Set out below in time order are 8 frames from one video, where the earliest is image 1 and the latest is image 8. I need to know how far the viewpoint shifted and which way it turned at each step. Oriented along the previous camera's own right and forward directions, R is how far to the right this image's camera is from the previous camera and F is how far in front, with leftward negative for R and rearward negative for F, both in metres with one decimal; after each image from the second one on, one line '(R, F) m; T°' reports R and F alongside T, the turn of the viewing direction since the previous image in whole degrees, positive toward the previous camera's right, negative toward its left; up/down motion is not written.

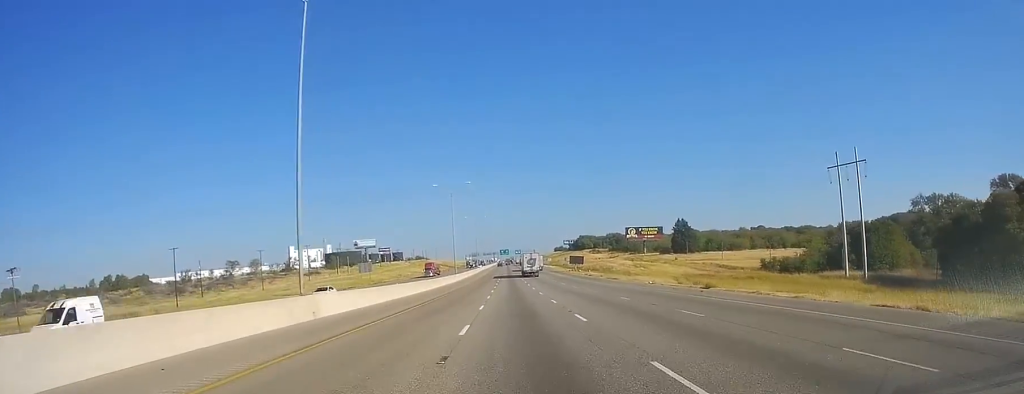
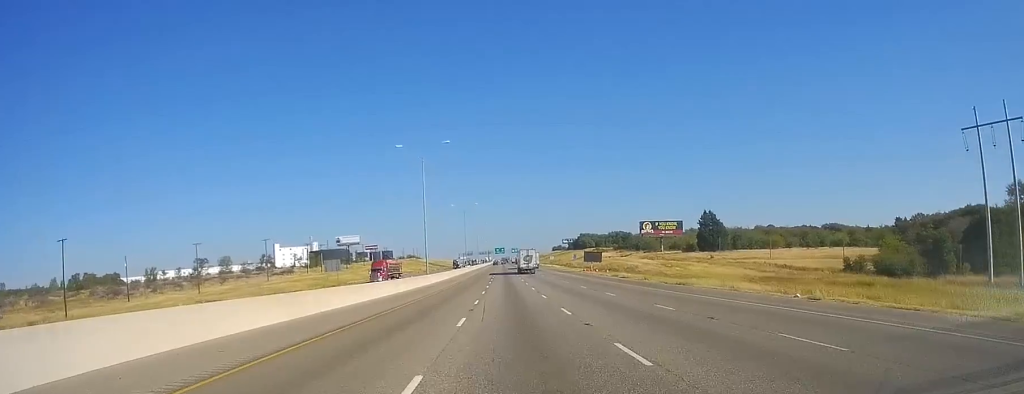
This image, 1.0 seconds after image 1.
(+0.5, +34.2) m; 0°
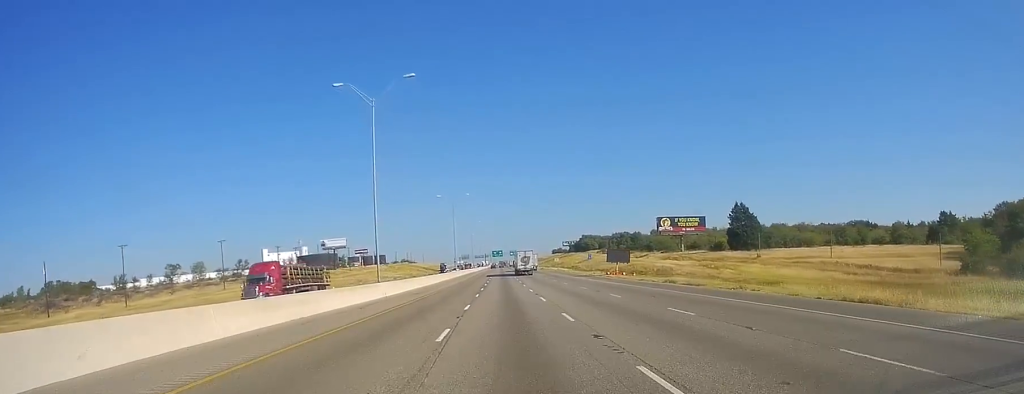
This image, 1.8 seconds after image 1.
(-0.2, +27.9) m; 0°
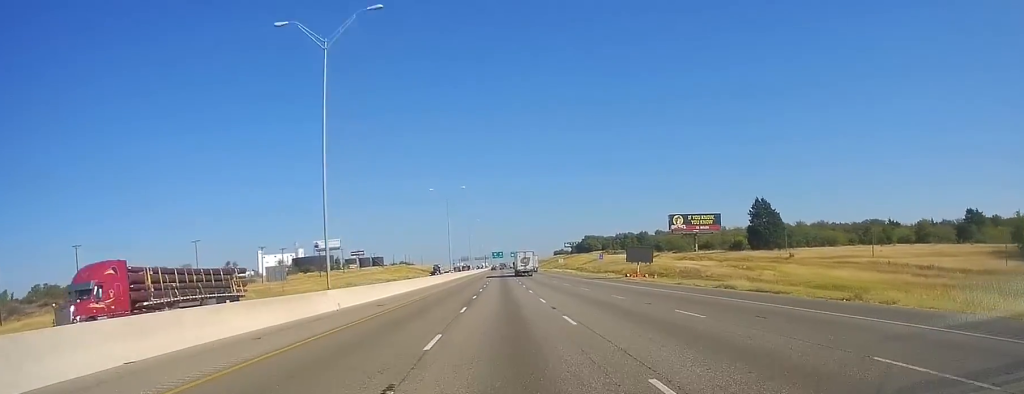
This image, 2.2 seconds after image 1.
(-0.3, +13.7) m; 0°
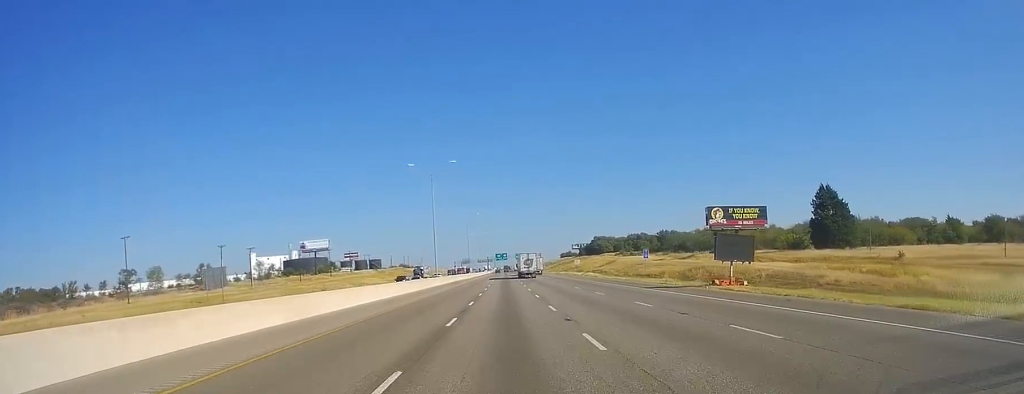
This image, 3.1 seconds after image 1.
(+0.3, +30.3) m; +1°
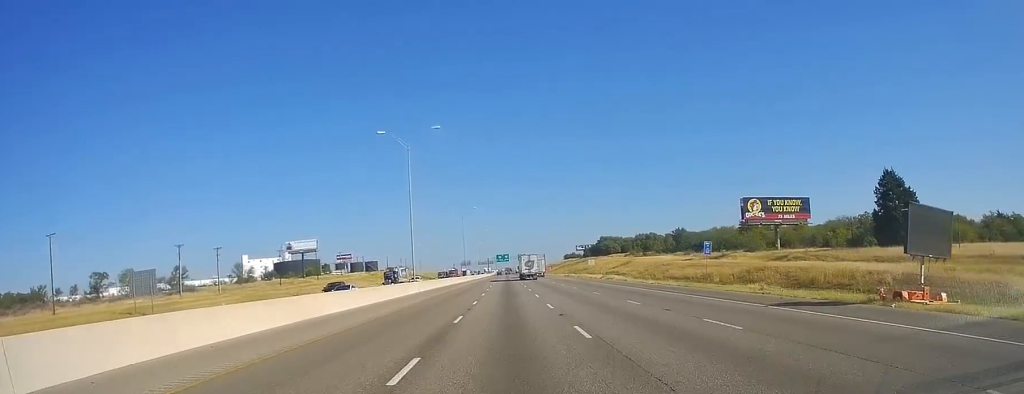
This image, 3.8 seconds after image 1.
(+0.3, +22.3) m; 0°
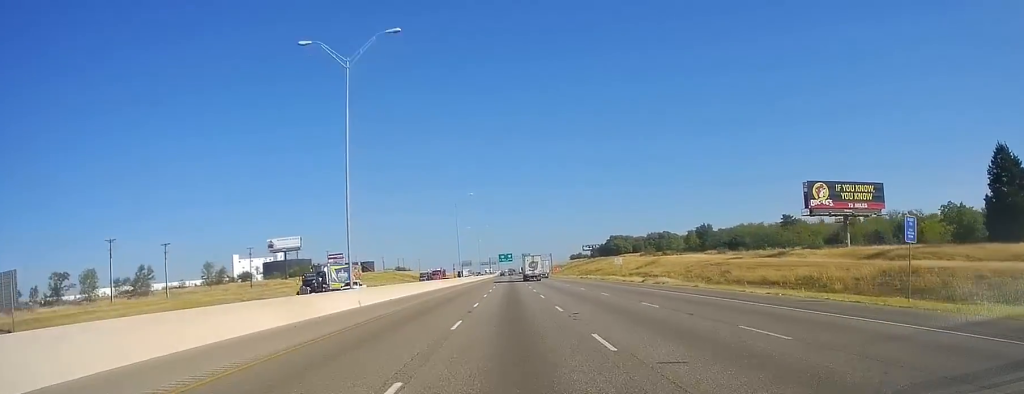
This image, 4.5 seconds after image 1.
(+0.1, +27.4) m; 0°
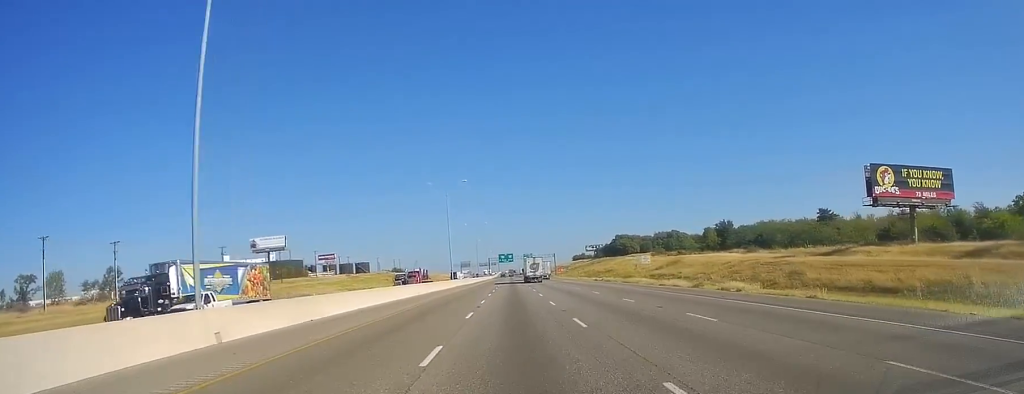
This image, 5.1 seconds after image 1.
(-0.5, +19.2) m; 0°
